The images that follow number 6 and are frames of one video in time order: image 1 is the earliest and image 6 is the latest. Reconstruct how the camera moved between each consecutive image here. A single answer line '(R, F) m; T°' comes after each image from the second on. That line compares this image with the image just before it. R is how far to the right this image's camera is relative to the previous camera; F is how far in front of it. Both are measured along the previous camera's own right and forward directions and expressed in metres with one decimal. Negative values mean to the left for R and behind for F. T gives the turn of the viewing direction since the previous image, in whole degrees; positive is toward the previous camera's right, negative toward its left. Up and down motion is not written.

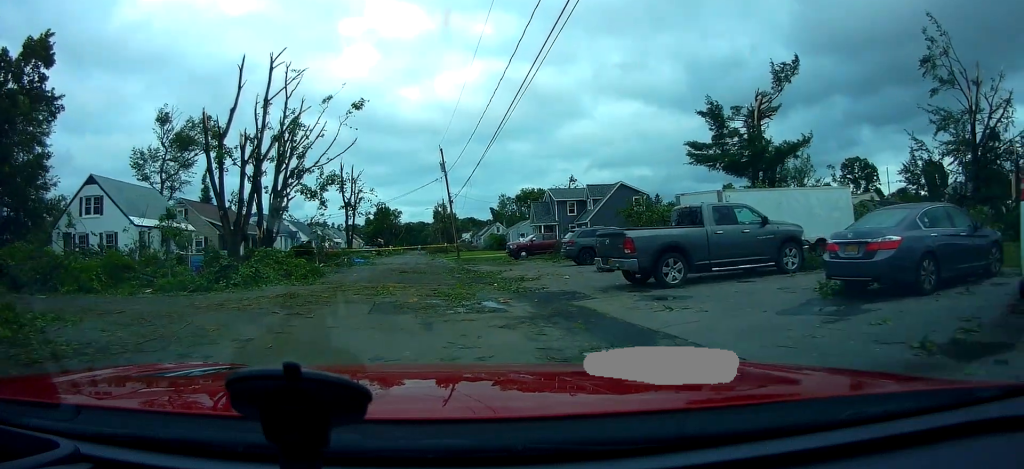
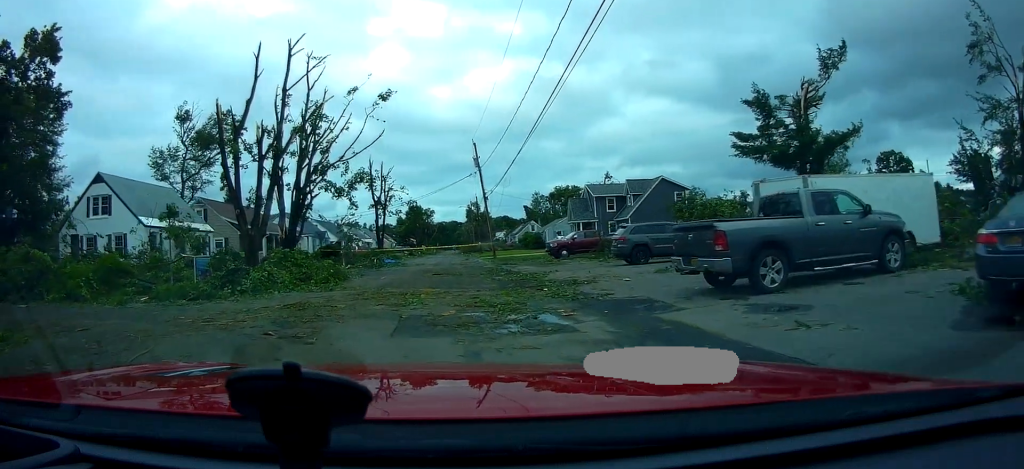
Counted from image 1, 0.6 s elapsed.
(0.0, +2.7) m; -4°
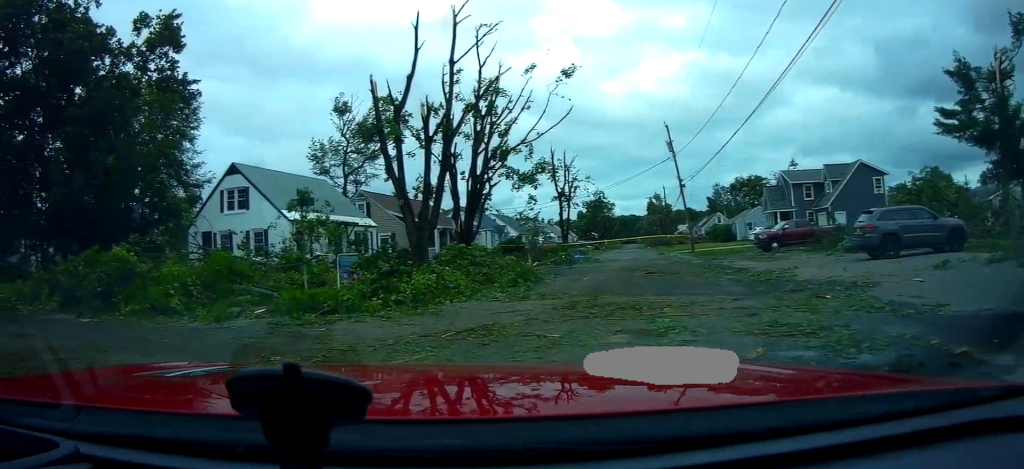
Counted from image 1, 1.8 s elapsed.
(-0.7, +5.1) m; -15°
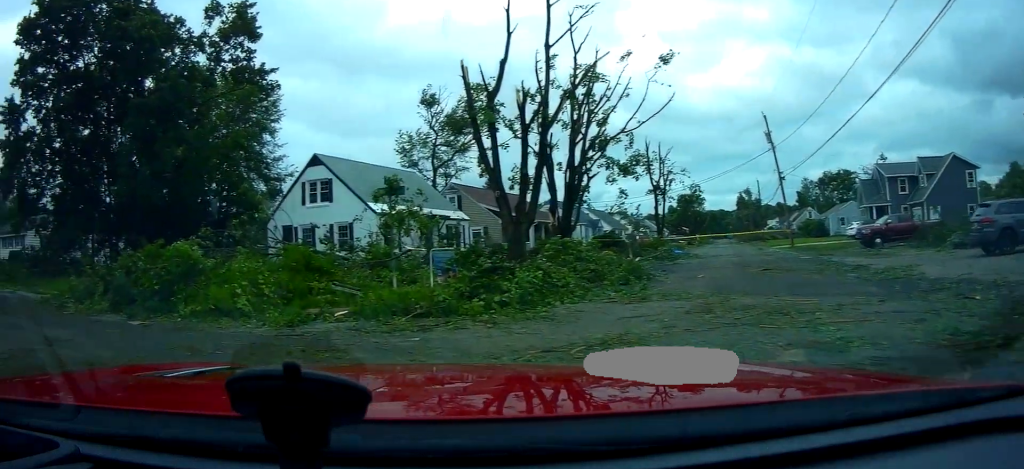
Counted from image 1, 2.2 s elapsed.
(+0.2, +1.8) m; -6°
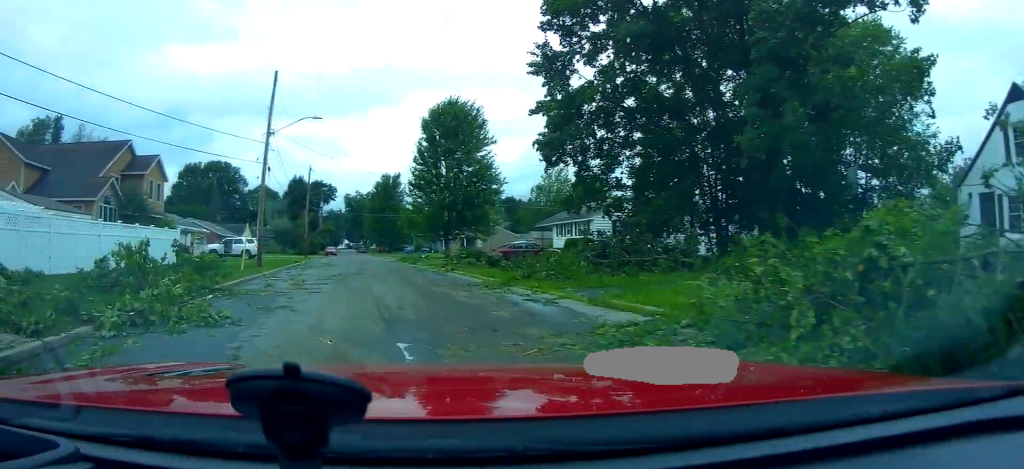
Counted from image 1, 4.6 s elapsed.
(-5.9, +8.2) m; -64°
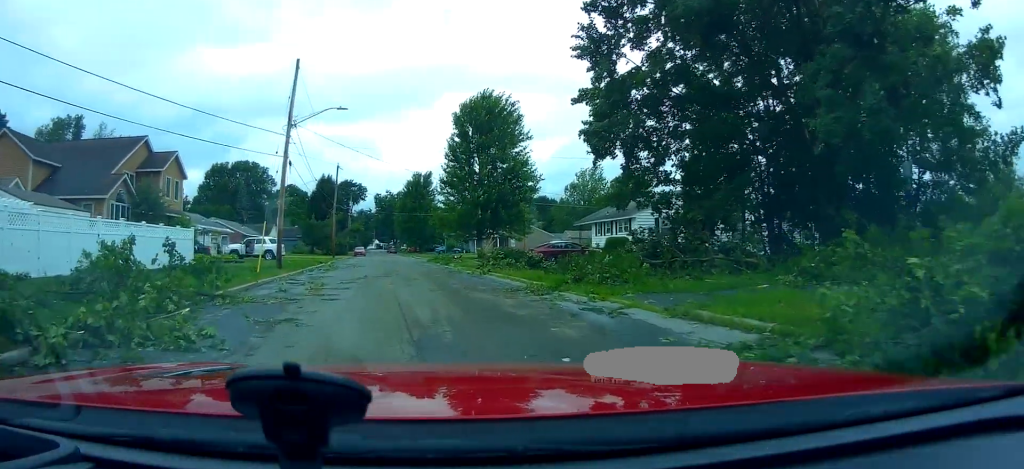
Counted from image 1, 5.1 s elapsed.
(-0.5, +2.3) m; -4°
